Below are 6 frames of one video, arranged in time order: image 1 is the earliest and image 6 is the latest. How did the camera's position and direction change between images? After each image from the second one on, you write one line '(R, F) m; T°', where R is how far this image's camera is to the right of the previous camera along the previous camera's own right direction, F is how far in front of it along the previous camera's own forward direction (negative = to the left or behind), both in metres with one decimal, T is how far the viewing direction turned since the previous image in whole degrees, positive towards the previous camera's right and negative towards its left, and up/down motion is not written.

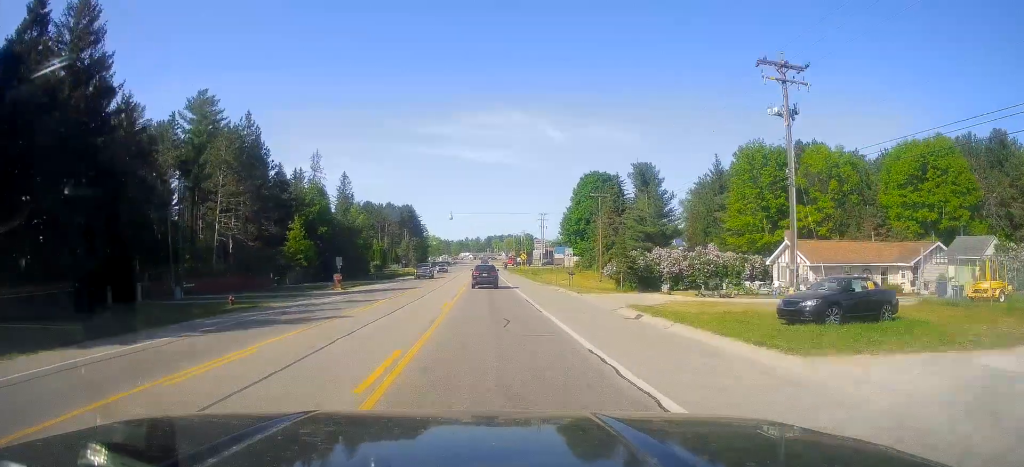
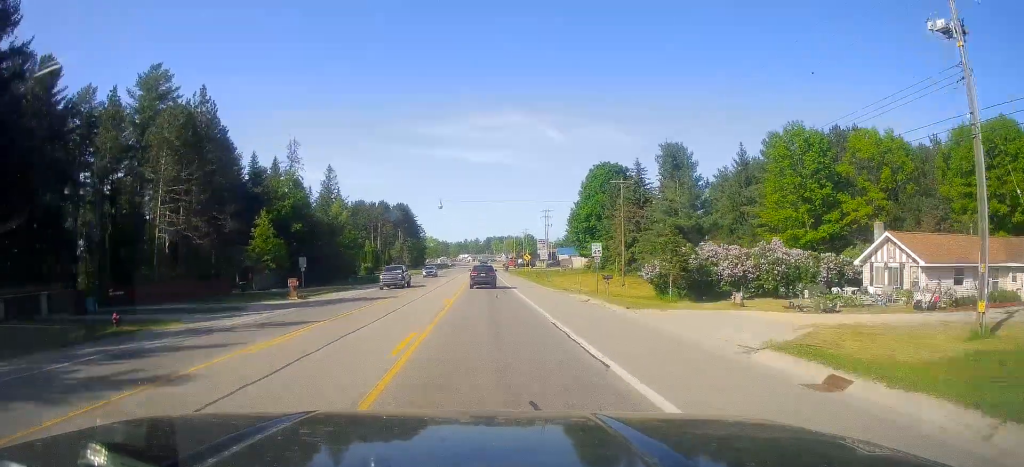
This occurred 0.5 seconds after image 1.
(-0.1, +11.8) m; 0°
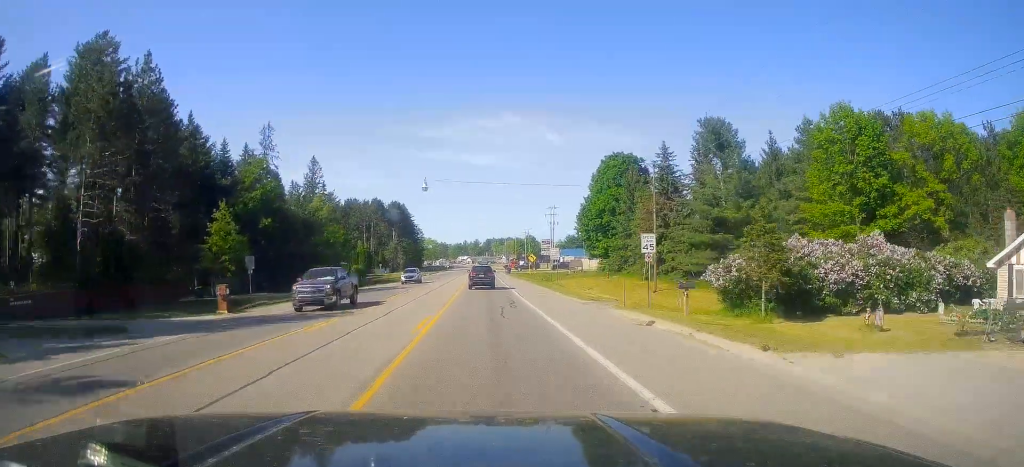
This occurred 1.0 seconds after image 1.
(-0.1, +11.1) m; 0°
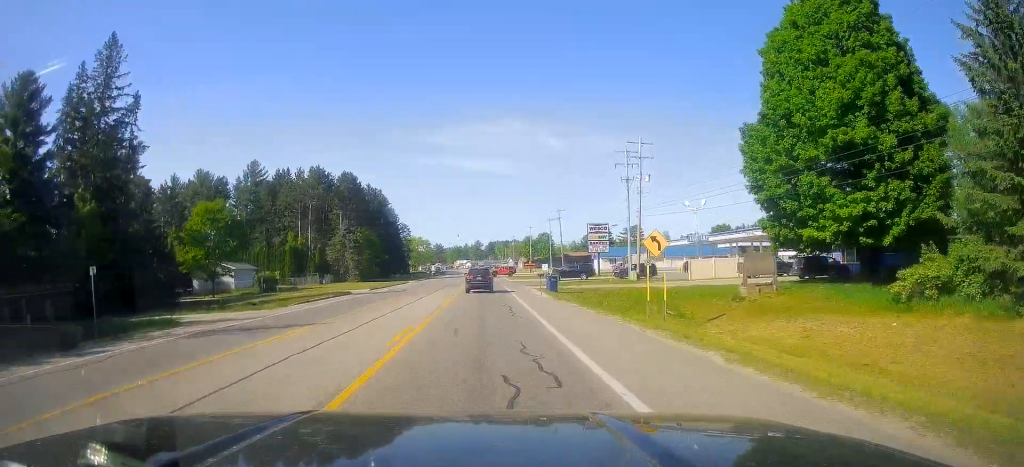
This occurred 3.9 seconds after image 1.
(+0.6, +64.9) m; +1°
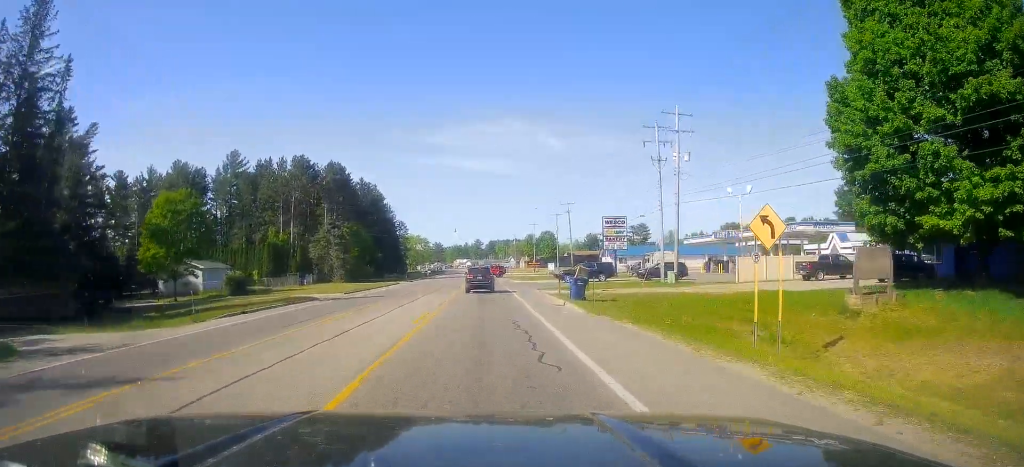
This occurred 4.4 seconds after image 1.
(0.0, +10.7) m; 0°
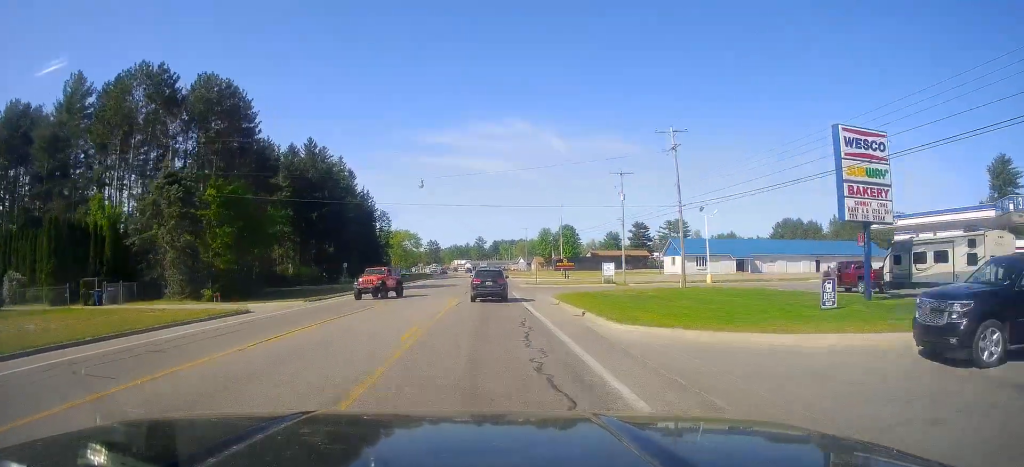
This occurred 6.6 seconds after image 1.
(-1.2, +50.8) m; 0°
